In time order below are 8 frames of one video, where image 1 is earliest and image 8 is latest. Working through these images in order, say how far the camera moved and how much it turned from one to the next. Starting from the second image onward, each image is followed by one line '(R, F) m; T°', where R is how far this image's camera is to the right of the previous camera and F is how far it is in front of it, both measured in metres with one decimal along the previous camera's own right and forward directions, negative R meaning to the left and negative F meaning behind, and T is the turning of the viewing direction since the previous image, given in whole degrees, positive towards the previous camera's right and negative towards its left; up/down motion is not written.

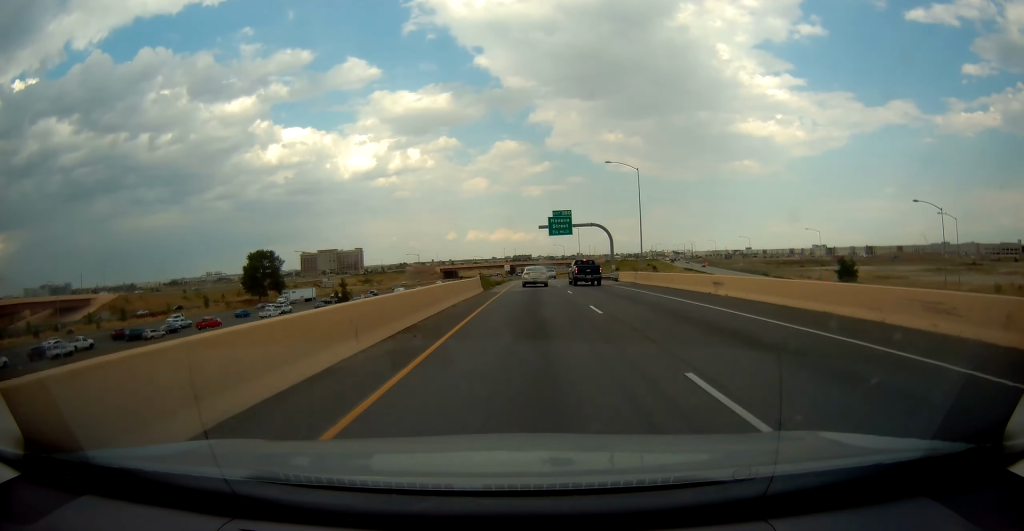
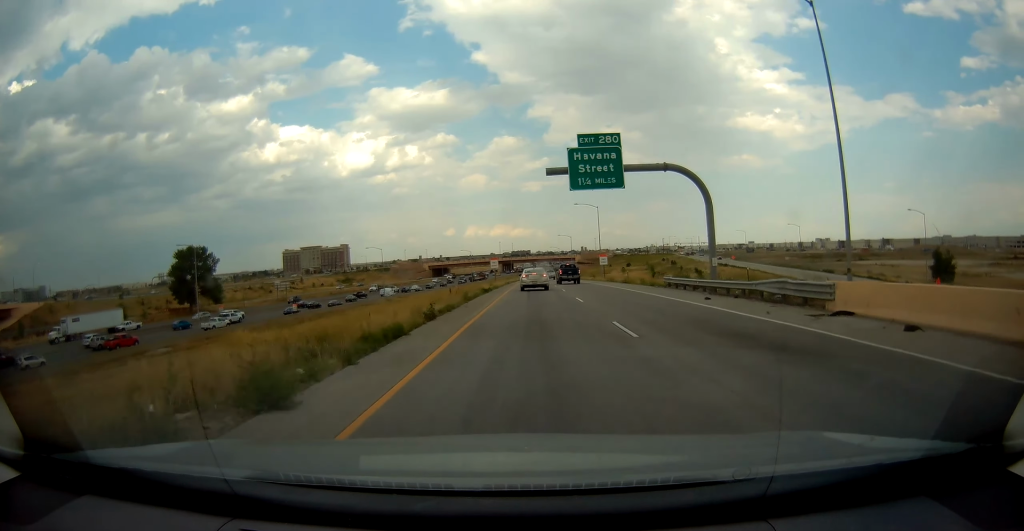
(+0.8, +41.6) m; +1°
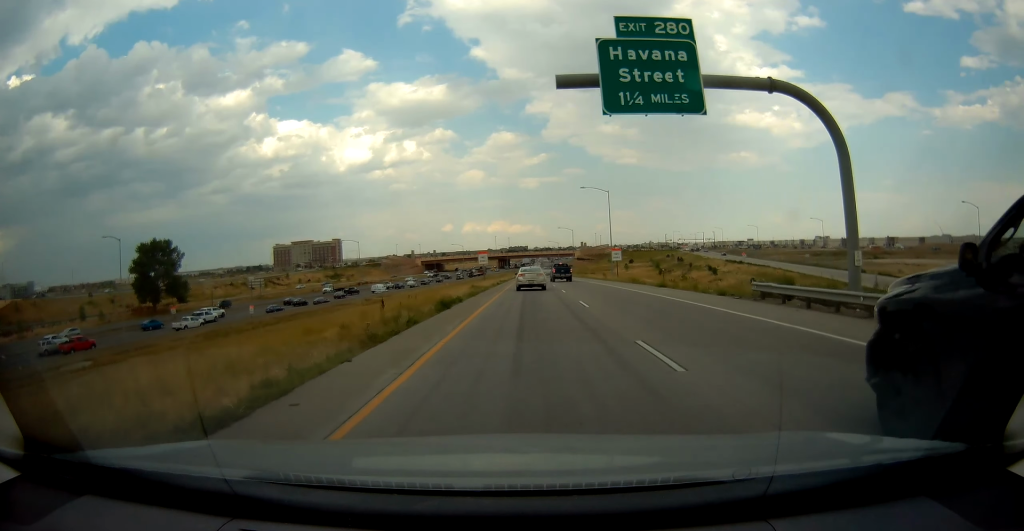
(-0.1, +15.7) m; 0°
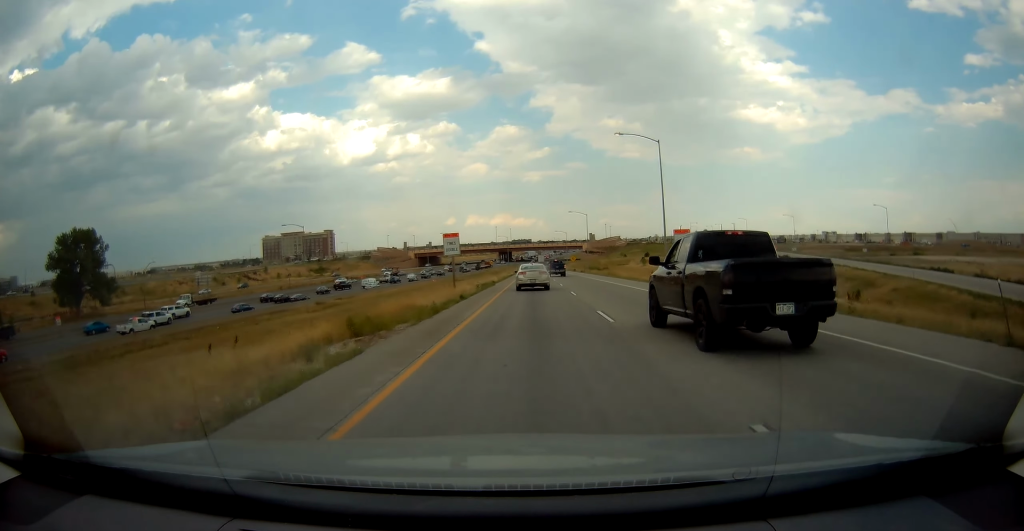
(-0.1, +29.9) m; 0°
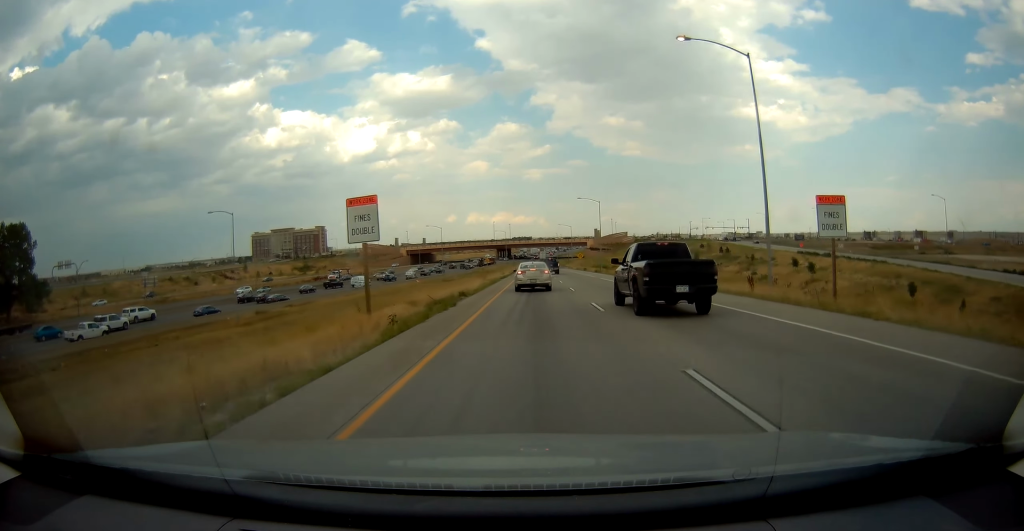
(0.0, +21.5) m; 0°
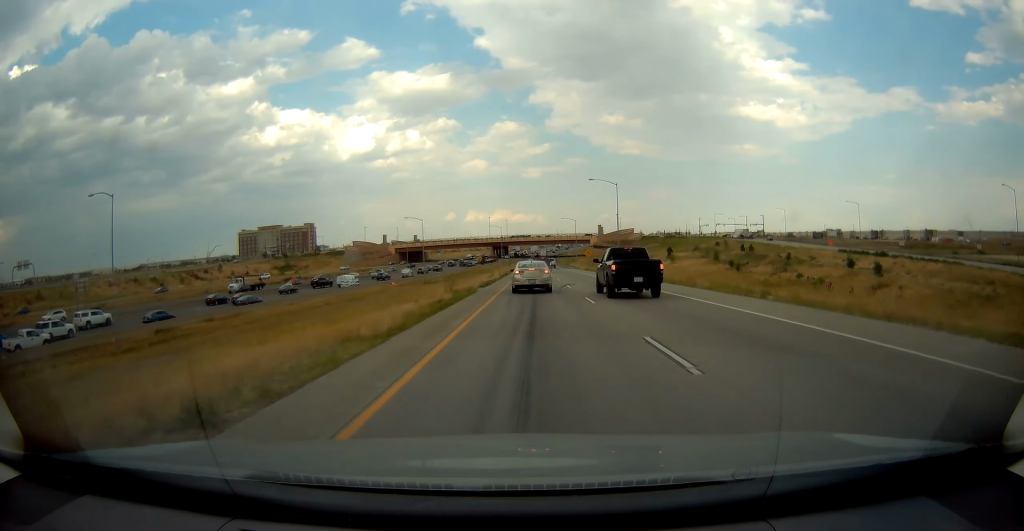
(-0.1, +22.0) m; 0°
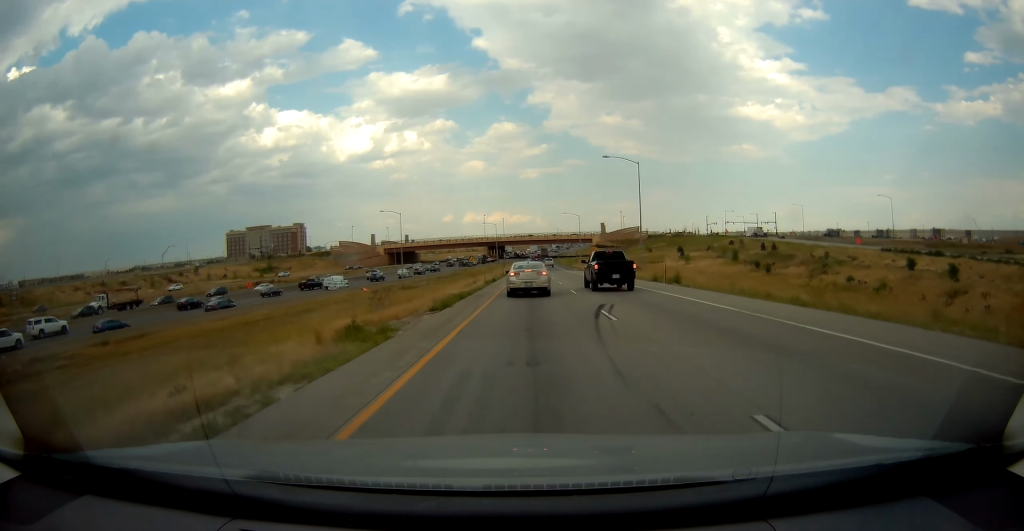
(+0.1, +17.7) m; 0°
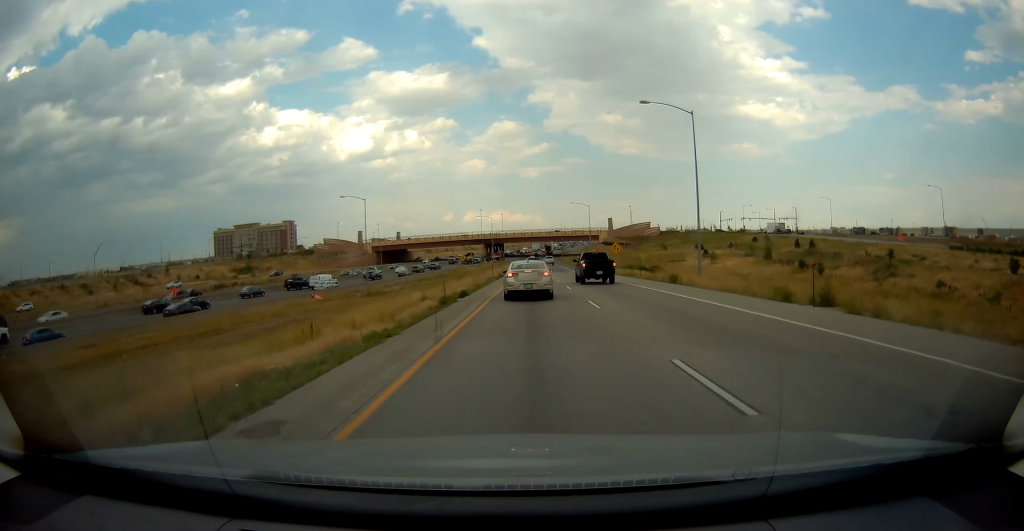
(-0.1, +21.0) m; -1°
